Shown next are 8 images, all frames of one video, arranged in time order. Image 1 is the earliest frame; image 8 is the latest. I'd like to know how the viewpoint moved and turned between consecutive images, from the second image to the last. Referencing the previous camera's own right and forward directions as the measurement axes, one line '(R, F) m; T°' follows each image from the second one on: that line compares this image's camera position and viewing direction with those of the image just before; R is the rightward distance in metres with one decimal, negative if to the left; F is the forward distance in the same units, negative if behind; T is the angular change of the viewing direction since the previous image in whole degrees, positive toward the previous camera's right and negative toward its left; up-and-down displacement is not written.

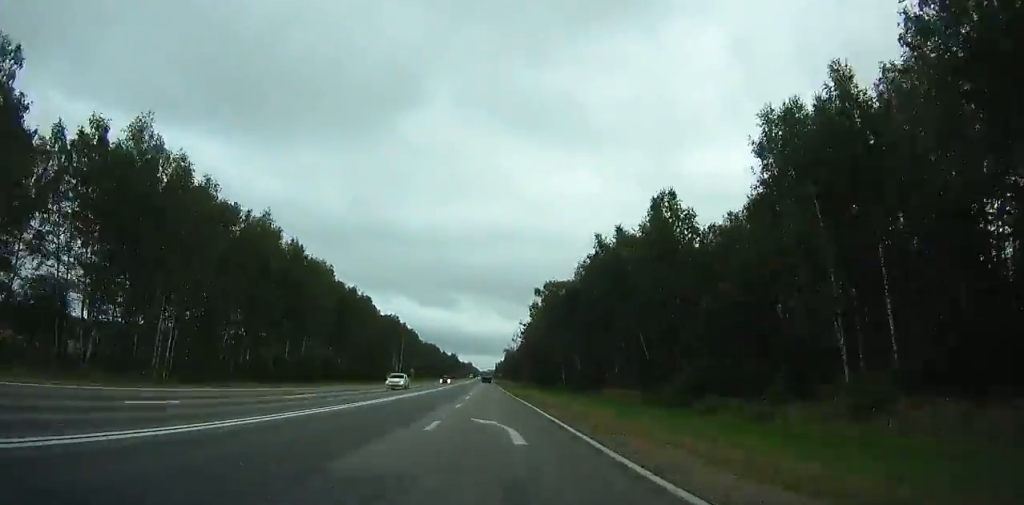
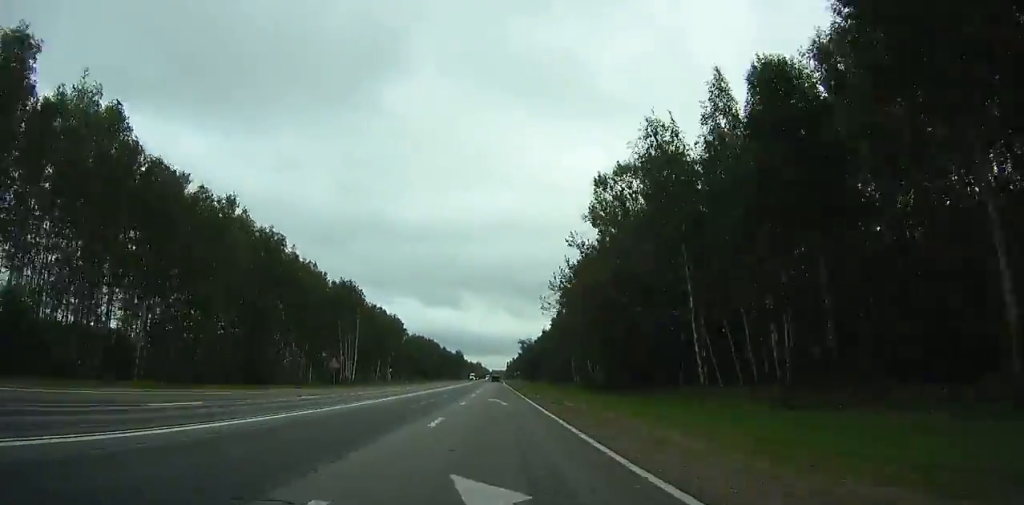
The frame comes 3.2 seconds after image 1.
(-1.4, +79.6) m; -1°
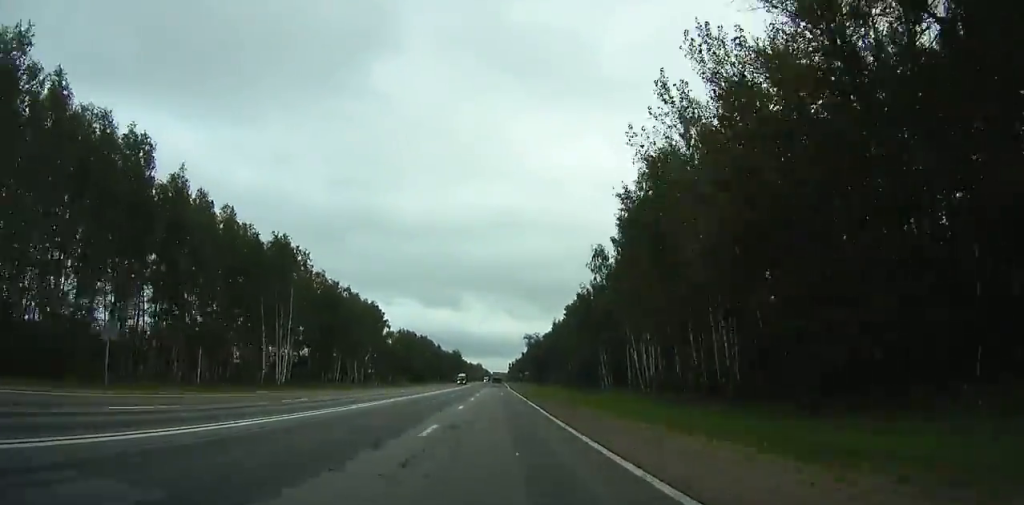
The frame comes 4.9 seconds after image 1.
(-0.1, +41.8) m; 0°
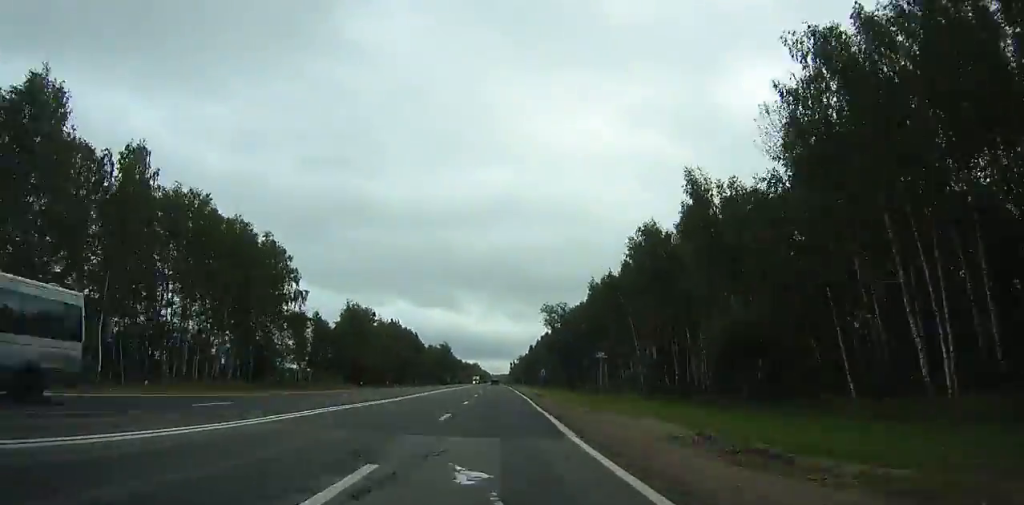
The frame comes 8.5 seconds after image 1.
(-0.2, +82.0) m; -1°
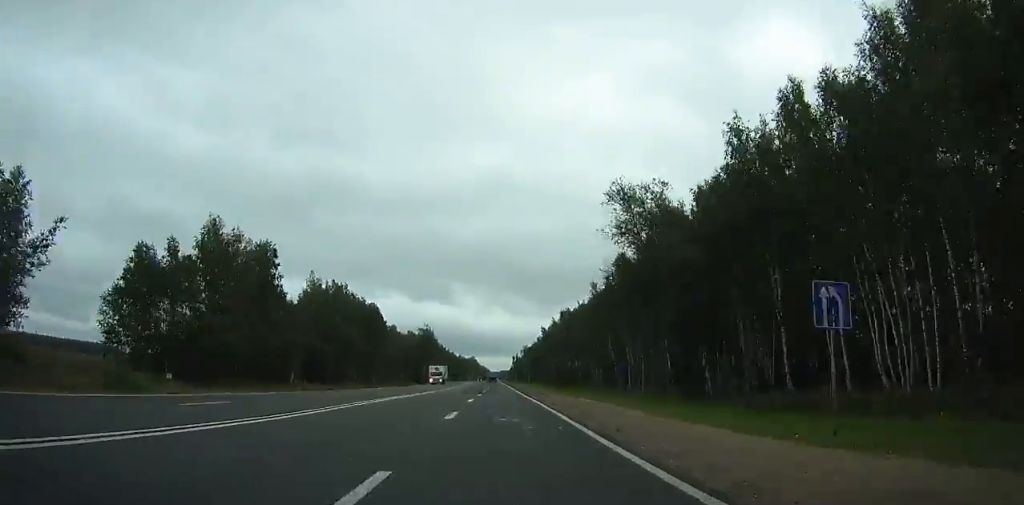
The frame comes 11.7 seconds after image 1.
(-0.4, +65.8) m; 0°
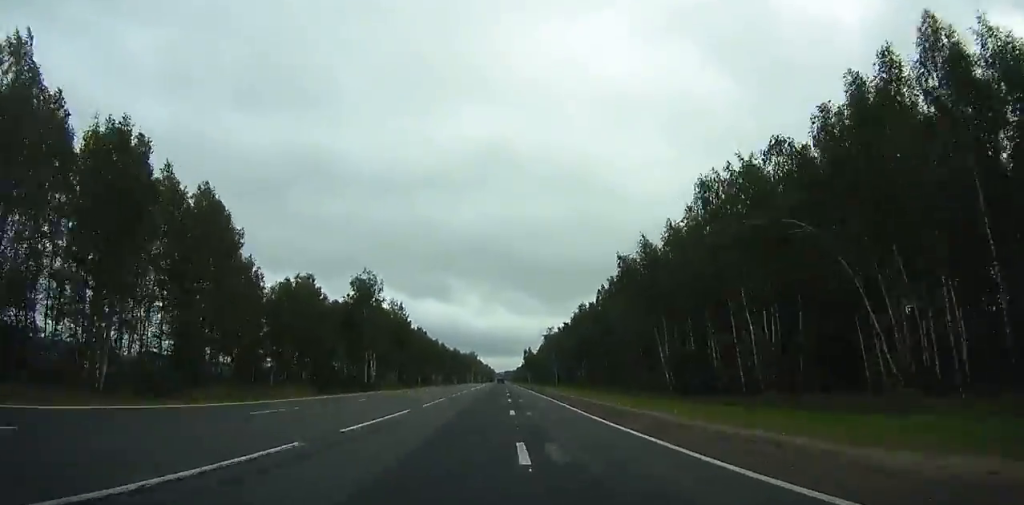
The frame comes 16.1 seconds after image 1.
(-0.2, +95.5) m; +1°
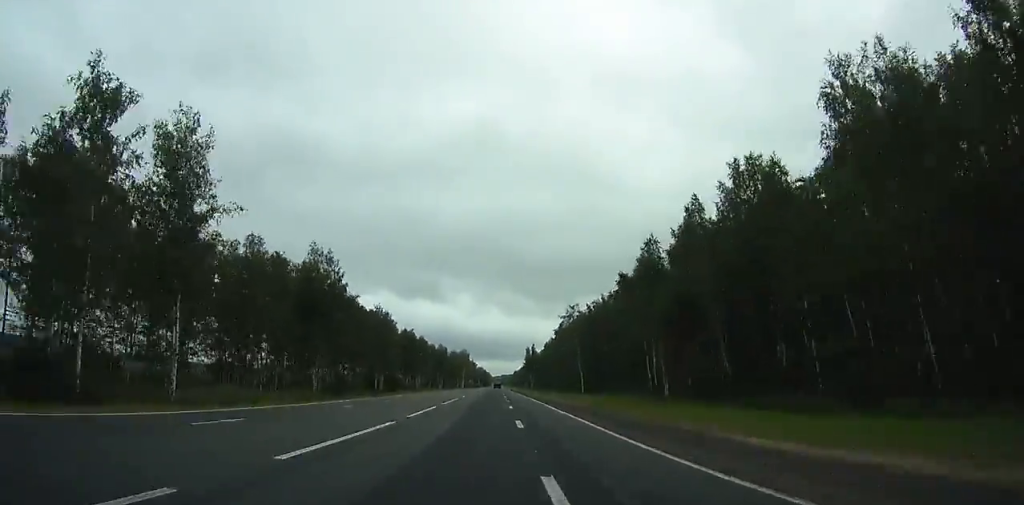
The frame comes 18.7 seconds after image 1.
(+0.6, +62.0) m; 0°
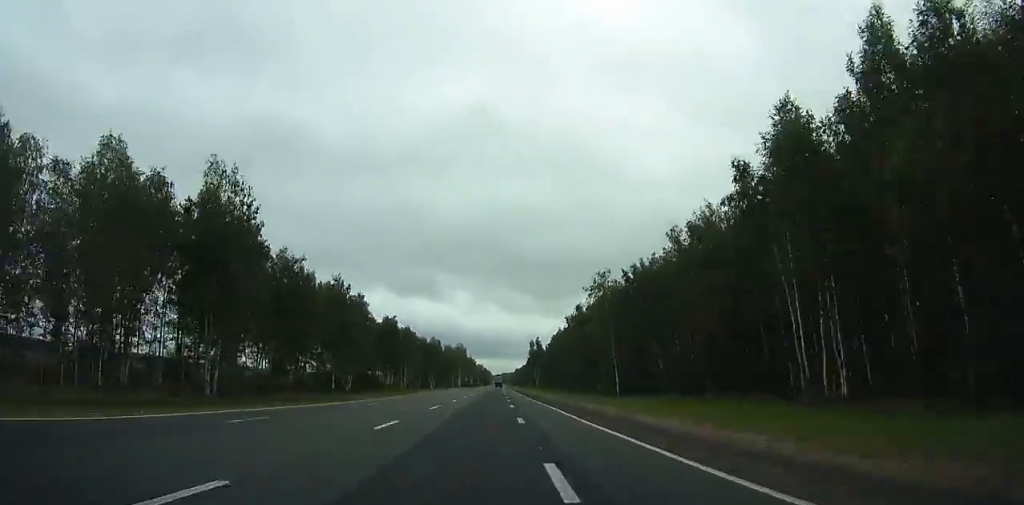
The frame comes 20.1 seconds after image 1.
(-0.3, +34.7) m; 0°
